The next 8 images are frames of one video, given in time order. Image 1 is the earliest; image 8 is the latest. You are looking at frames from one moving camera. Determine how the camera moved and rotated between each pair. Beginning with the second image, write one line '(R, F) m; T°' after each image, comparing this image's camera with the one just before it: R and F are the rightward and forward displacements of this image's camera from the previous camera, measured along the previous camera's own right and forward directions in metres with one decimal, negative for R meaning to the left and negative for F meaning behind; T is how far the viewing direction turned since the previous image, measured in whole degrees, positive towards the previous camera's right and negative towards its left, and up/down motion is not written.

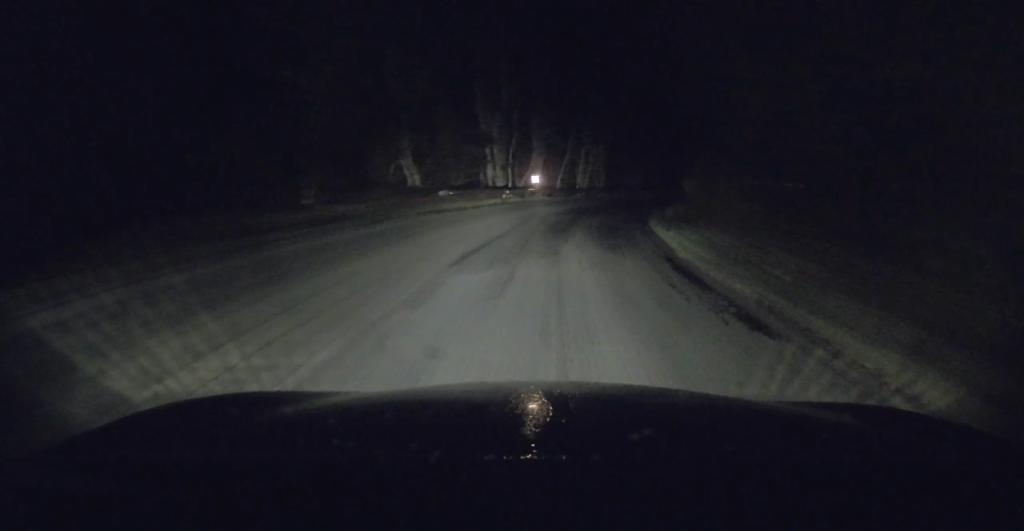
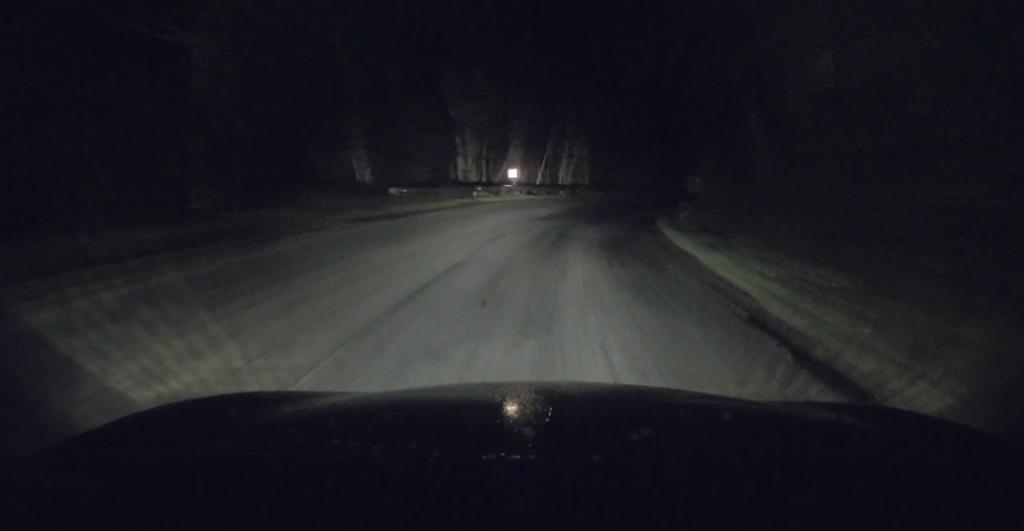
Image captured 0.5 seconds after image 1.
(0.0, +5.7) m; +2°
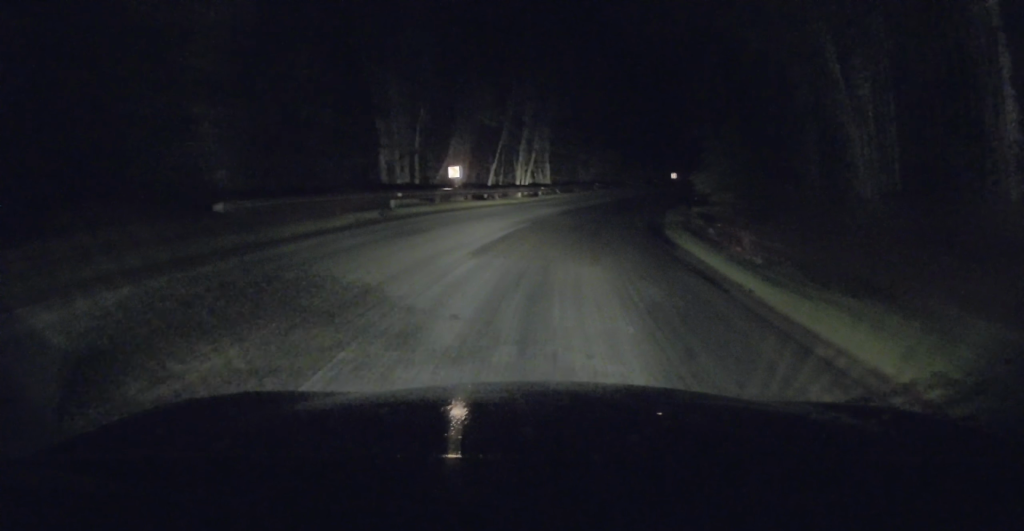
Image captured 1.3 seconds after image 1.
(+0.4, +9.1) m; +2°
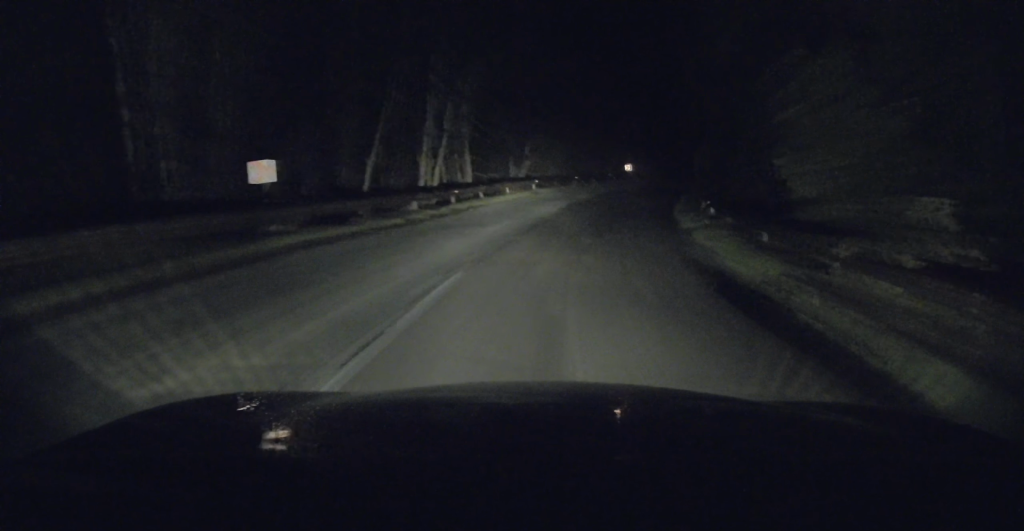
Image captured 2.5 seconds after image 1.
(+0.2, +13.8) m; +5°
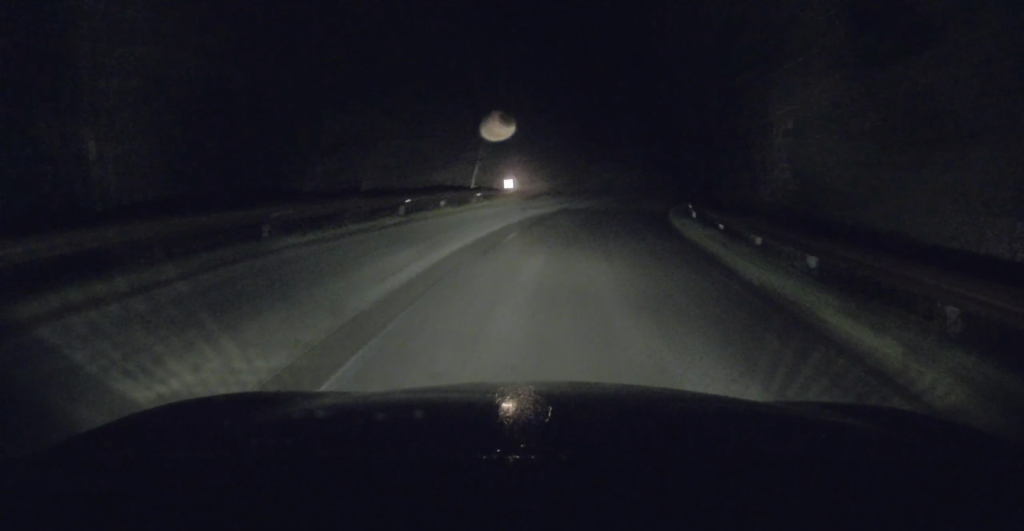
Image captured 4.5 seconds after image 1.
(+1.8, +22.8) m; +11°
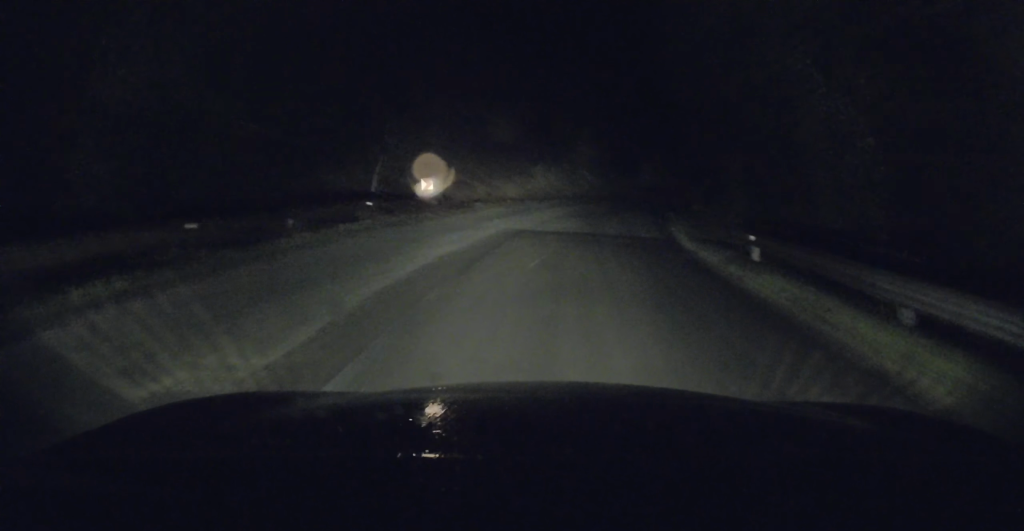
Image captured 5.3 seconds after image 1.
(+1.0, +10.0) m; +8°
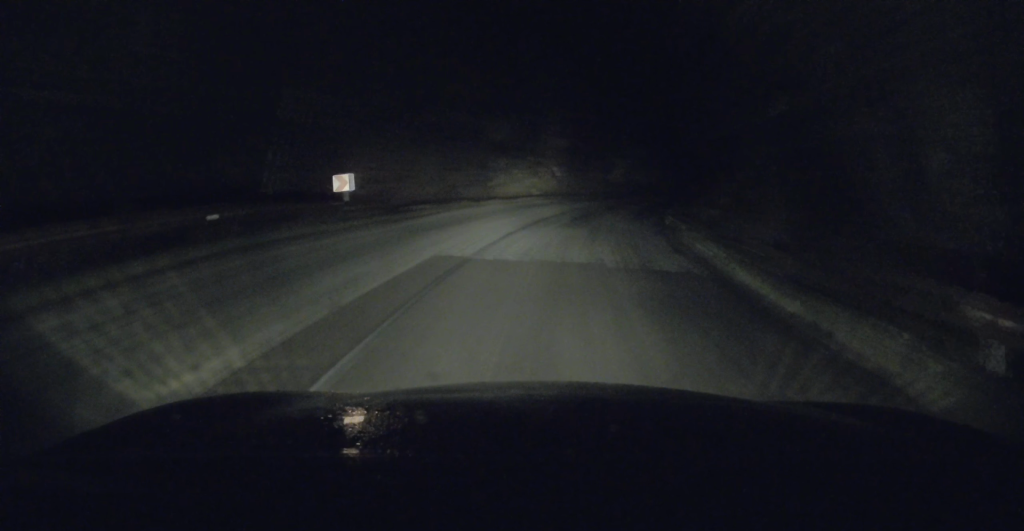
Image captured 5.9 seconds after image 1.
(+0.3, +7.0) m; +4°
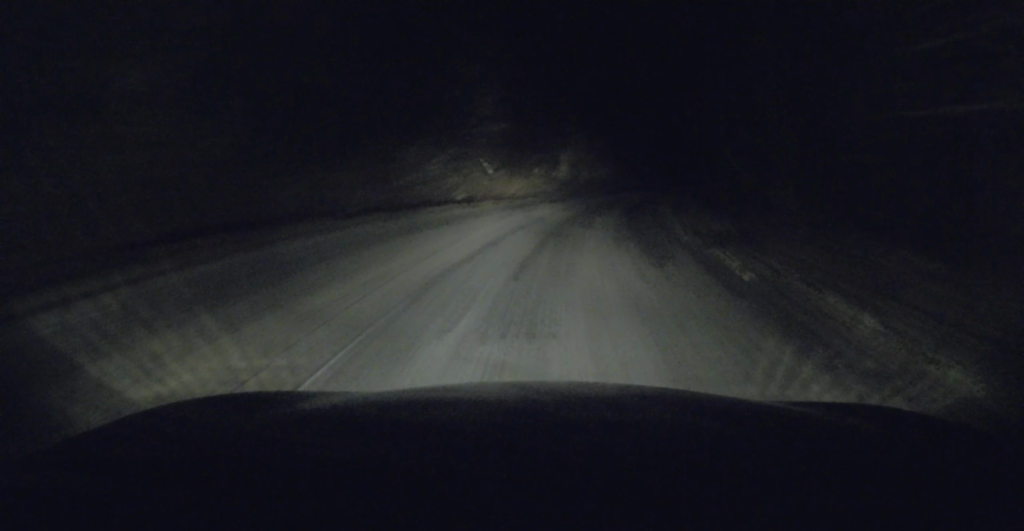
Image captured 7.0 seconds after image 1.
(+0.6, +12.4) m; +5°
